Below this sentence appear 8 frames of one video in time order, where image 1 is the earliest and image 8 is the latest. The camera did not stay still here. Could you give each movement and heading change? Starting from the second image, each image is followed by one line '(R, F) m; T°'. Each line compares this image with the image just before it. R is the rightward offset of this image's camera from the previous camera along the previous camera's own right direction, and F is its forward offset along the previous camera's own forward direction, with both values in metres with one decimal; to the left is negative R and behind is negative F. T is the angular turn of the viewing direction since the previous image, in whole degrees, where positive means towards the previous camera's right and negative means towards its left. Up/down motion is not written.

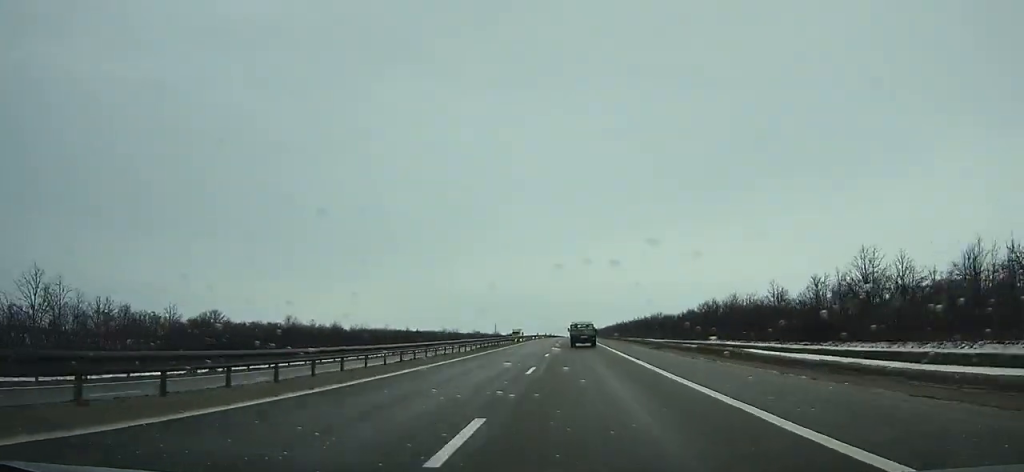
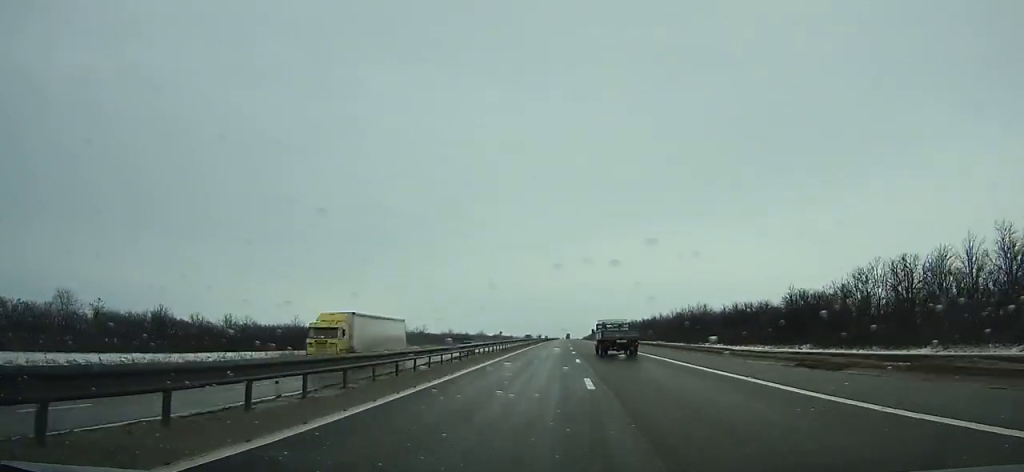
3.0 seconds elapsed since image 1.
(0.0, +76.1) m; 0°
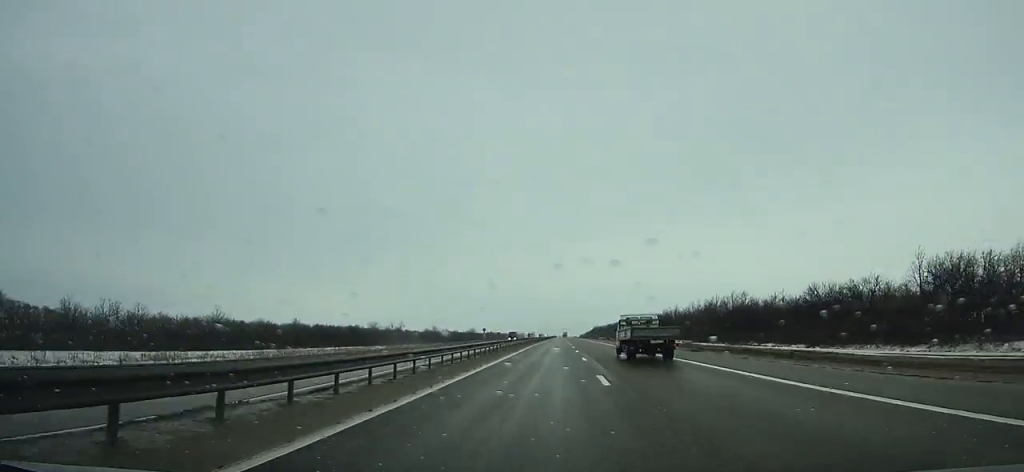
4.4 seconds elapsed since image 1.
(+0.2, +35.4) m; 0°
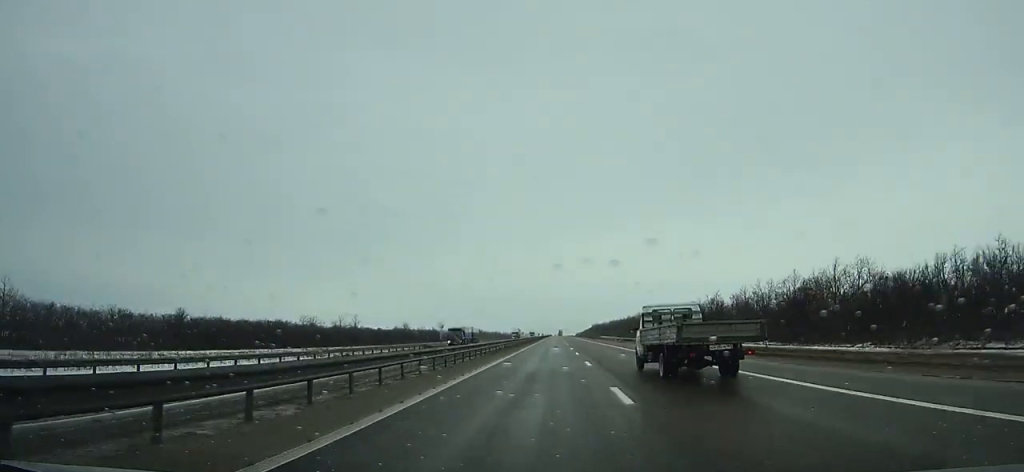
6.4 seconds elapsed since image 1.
(+0.2, +50.7) m; 0°
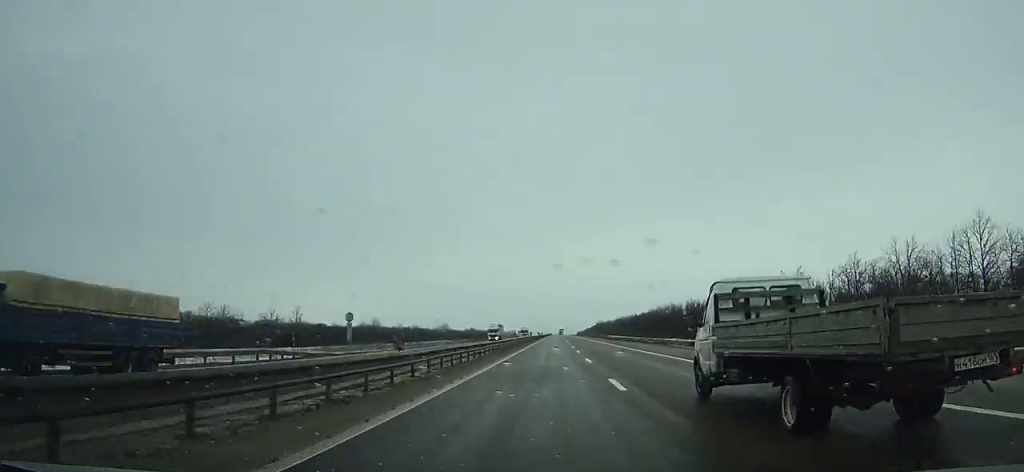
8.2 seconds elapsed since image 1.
(+0.2, +45.6) m; 0°
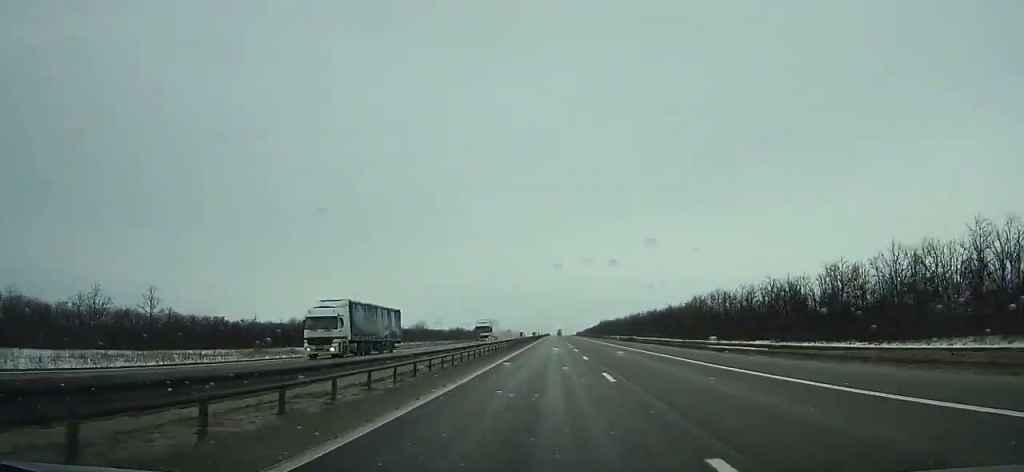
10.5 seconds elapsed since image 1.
(+0.1, +58.5) m; 0°
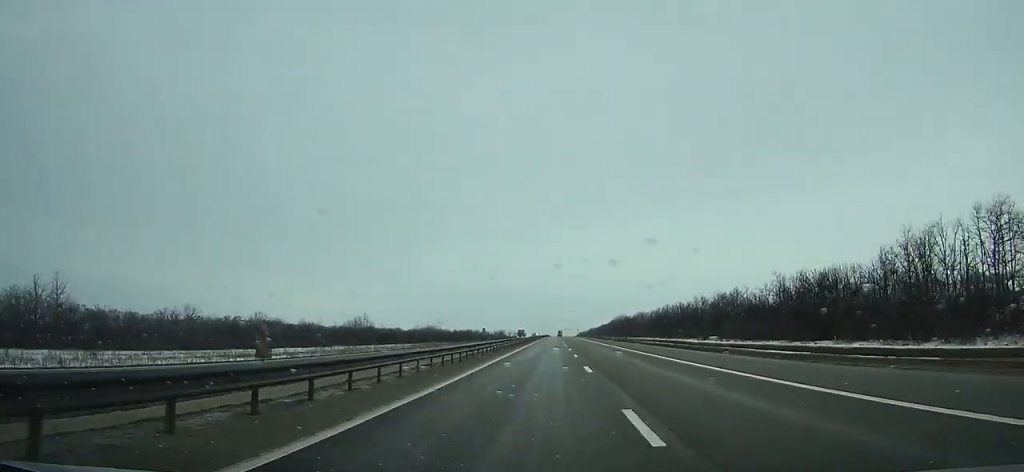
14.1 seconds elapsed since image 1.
(-0.1, +91.8) m; 0°
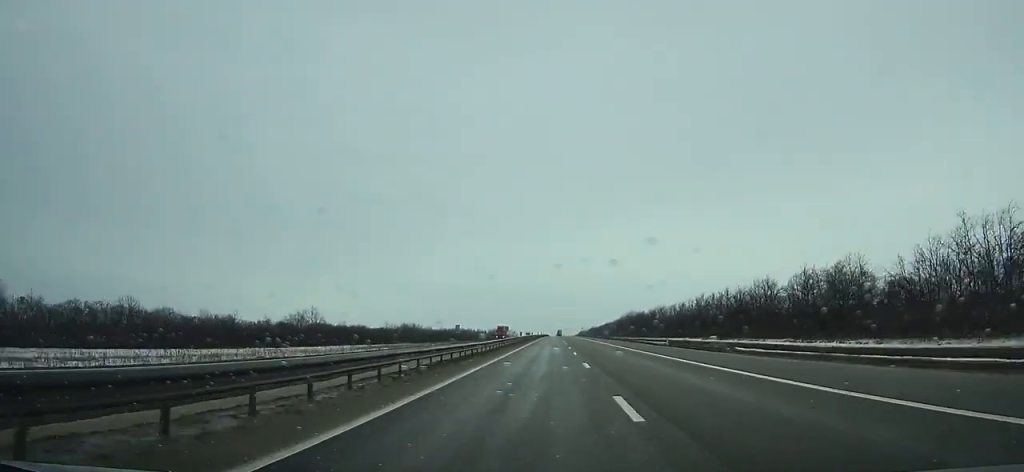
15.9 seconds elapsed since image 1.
(0.0, +46.1) m; 0°
